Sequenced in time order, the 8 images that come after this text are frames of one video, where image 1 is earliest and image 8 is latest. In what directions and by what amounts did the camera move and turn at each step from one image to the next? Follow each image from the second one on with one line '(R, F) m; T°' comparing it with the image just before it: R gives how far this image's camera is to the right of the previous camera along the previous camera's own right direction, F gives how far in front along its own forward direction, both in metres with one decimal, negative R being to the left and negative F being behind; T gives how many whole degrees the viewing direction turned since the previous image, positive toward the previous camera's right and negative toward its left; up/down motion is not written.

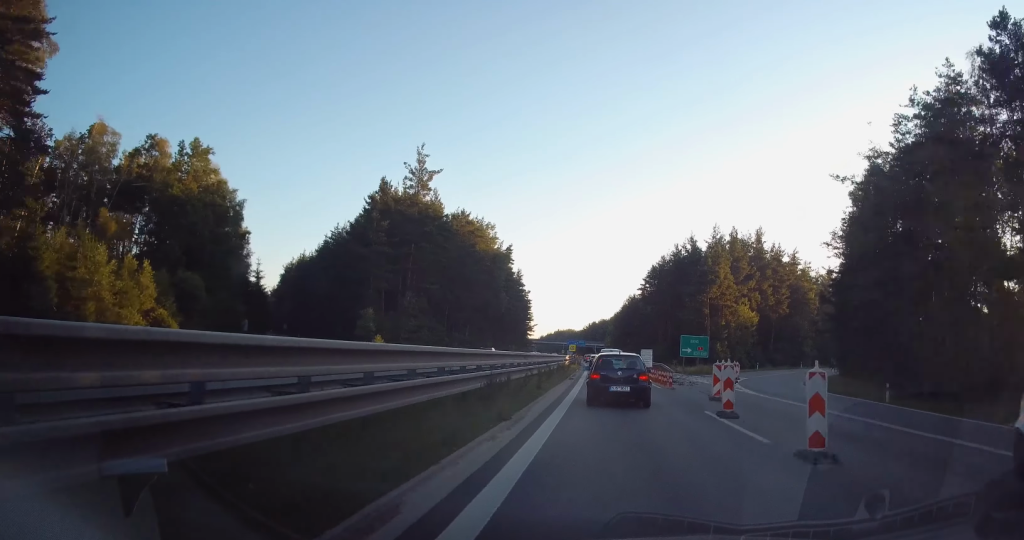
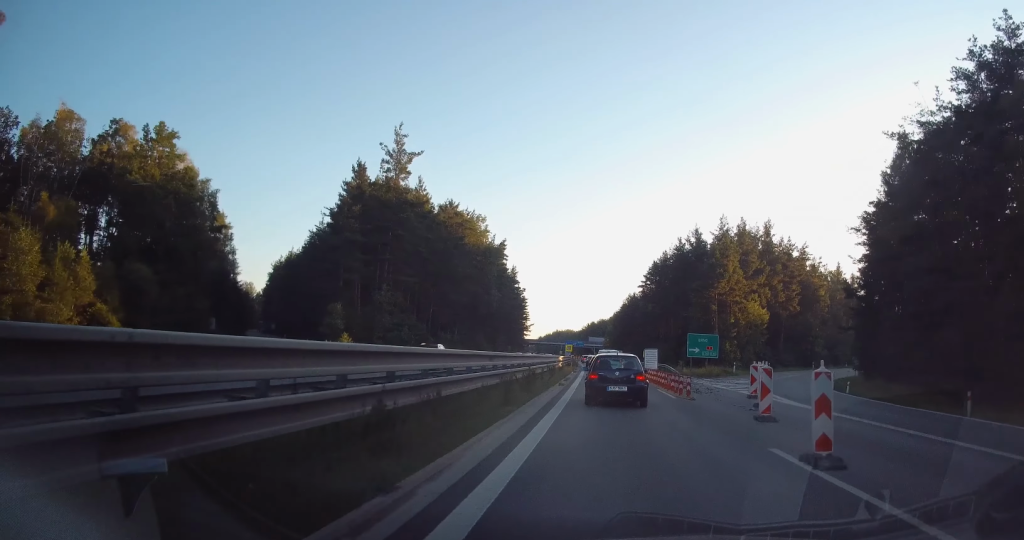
(0.0, +6.9) m; 0°
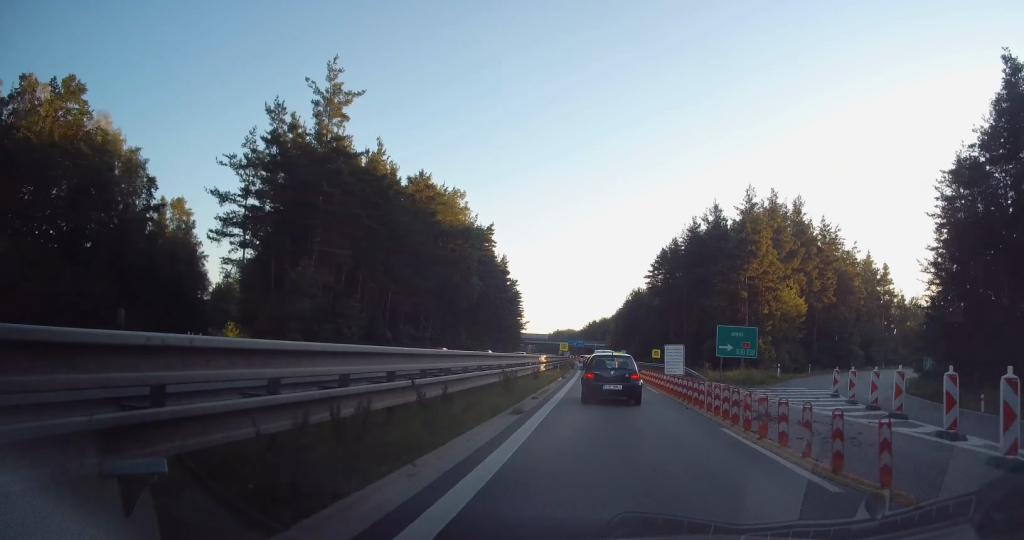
(+0.1, +15.4) m; 0°
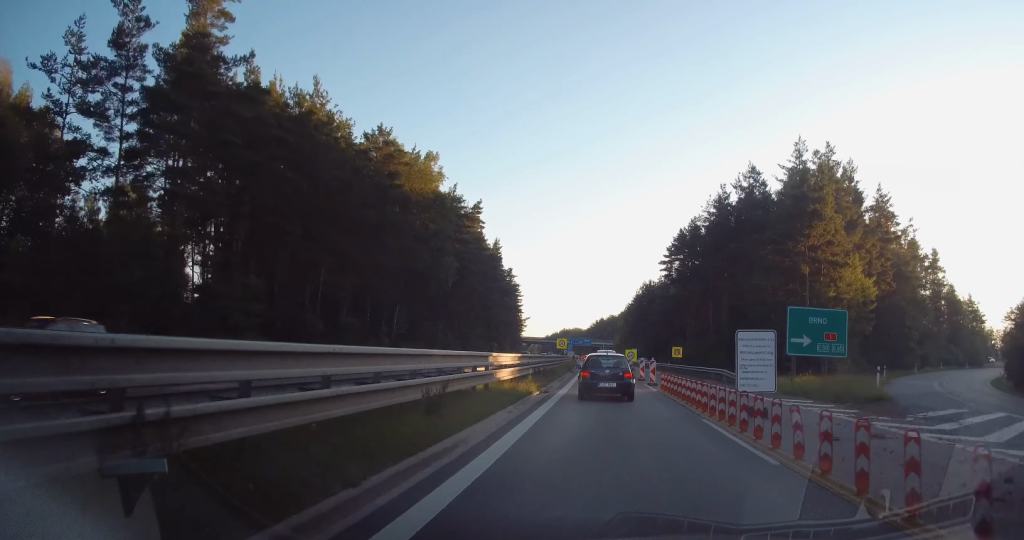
(-0.1, +16.4) m; 0°
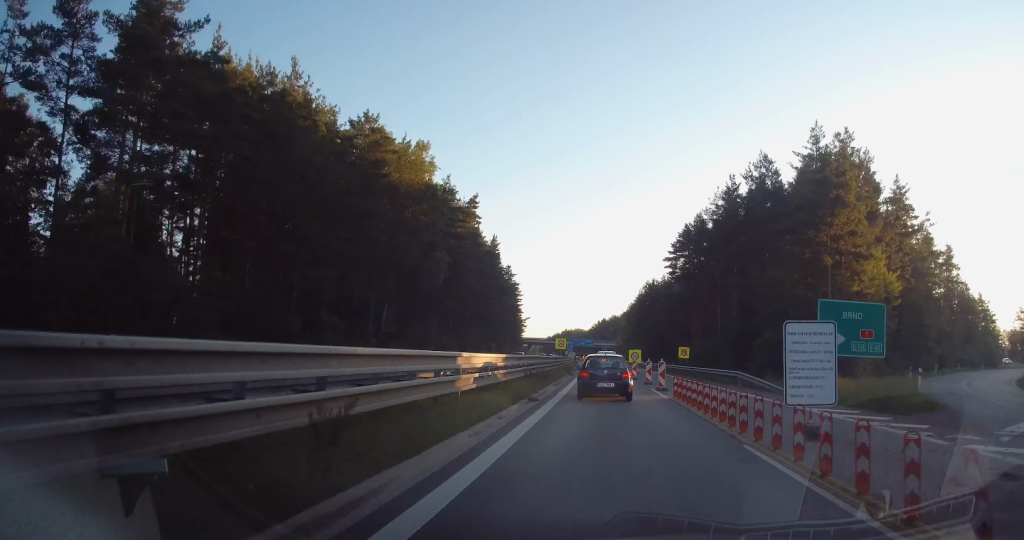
(+0.1, +4.1) m; -1°
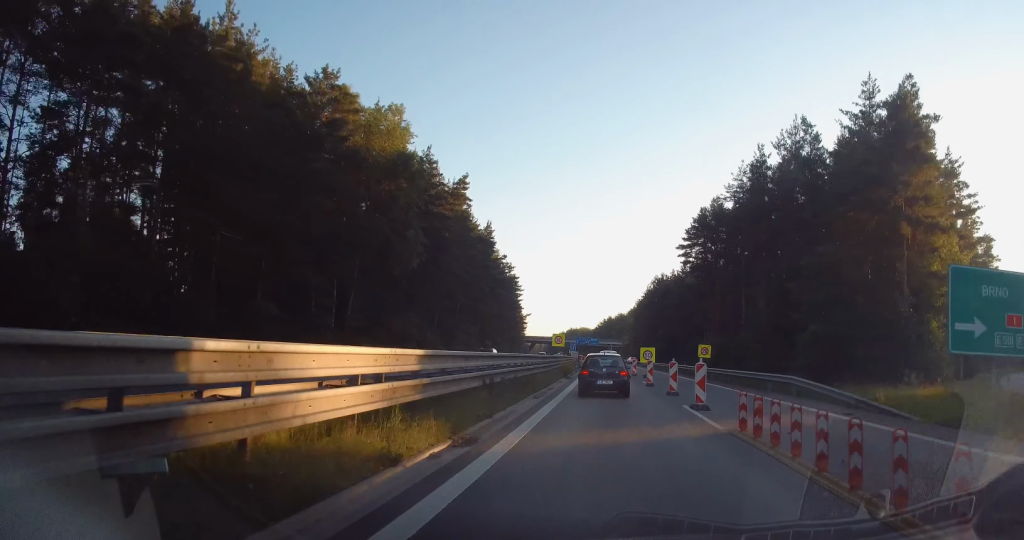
(-0.1, +9.8) m; -1°
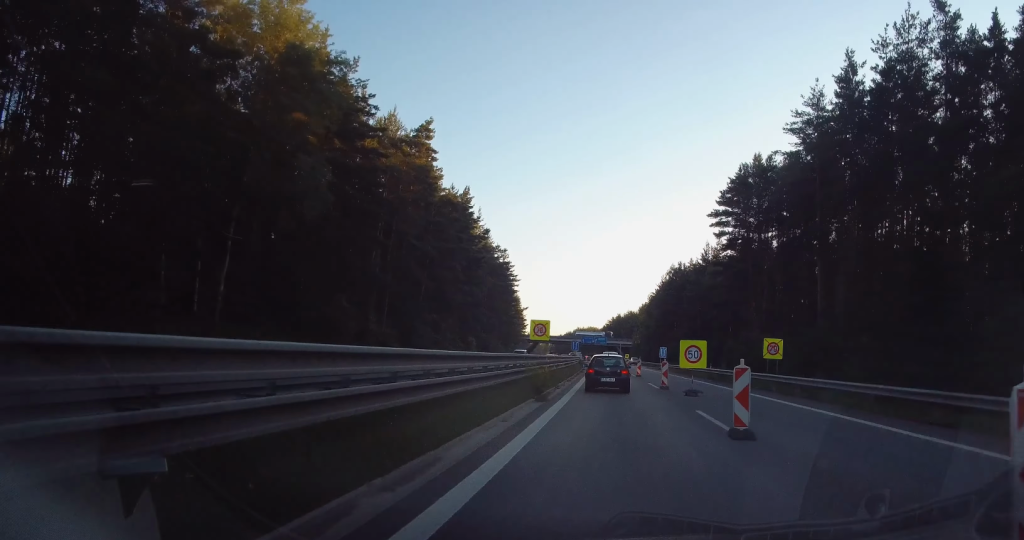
(0.0, +19.9) m; 0°
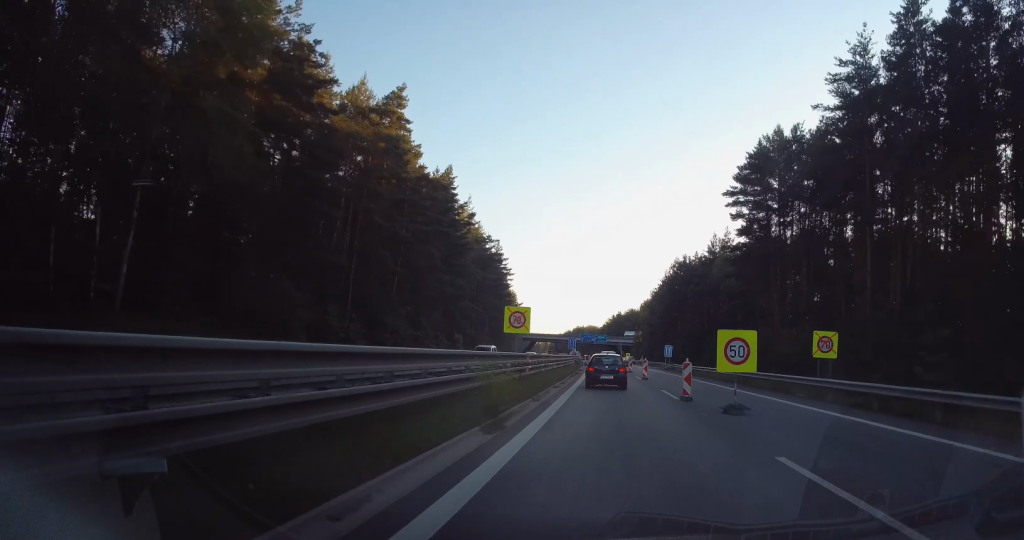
(-0.1, +8.2) m; 0°
